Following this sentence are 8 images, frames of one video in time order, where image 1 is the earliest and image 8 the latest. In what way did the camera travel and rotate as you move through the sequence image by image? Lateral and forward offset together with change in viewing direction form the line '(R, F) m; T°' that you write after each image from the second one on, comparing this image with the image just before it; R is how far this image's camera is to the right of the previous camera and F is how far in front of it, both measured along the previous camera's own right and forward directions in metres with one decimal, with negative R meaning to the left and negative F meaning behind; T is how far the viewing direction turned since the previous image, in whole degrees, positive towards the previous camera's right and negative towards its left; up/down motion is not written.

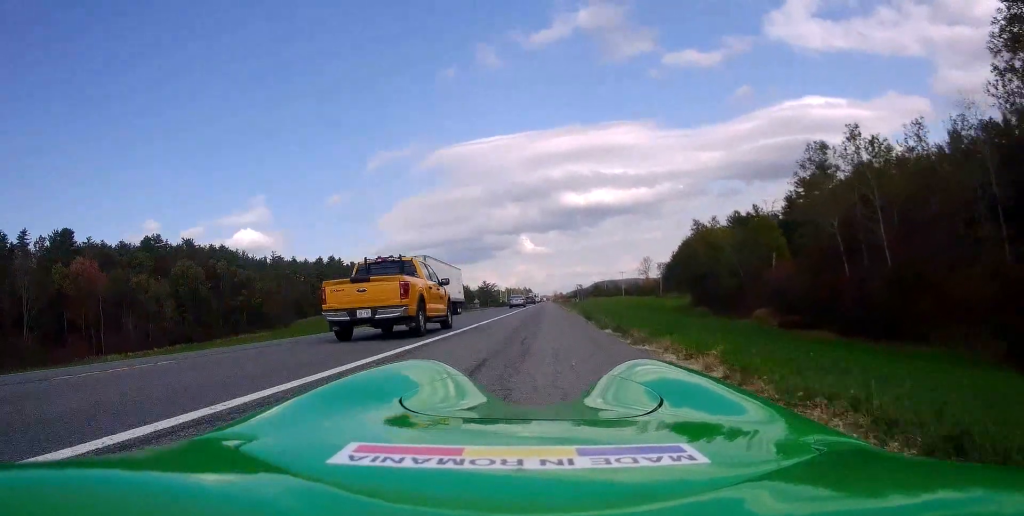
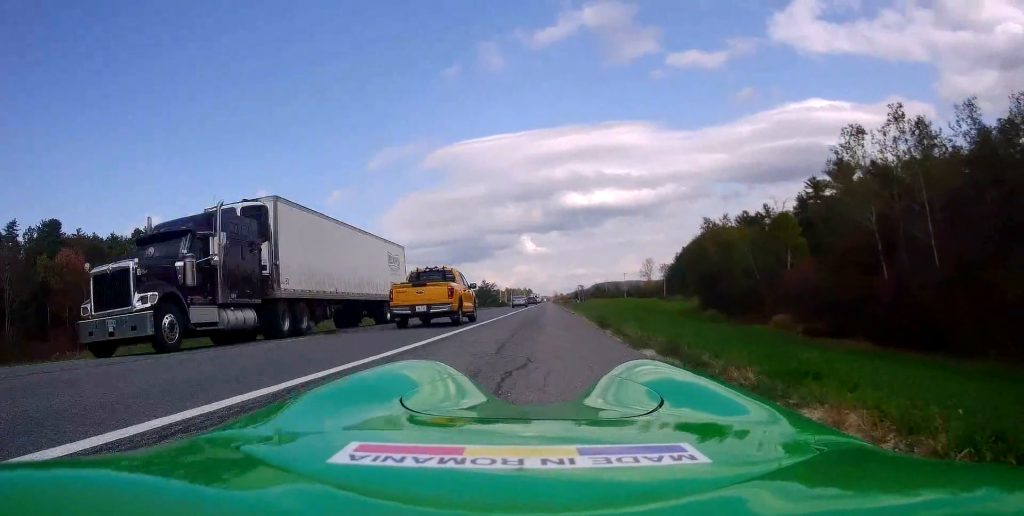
(+0.1, +5.3) m; 0°
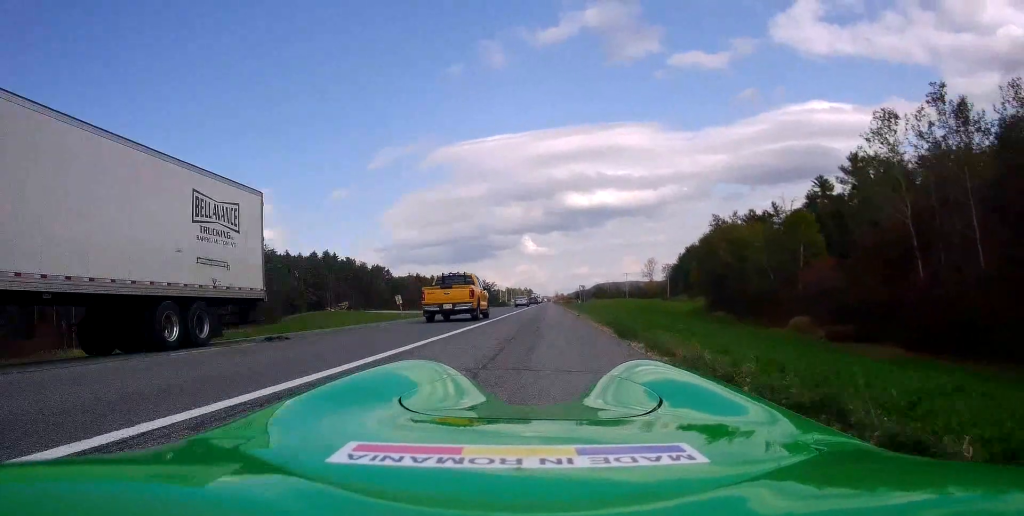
(+0.3, +3.9) m; 0°
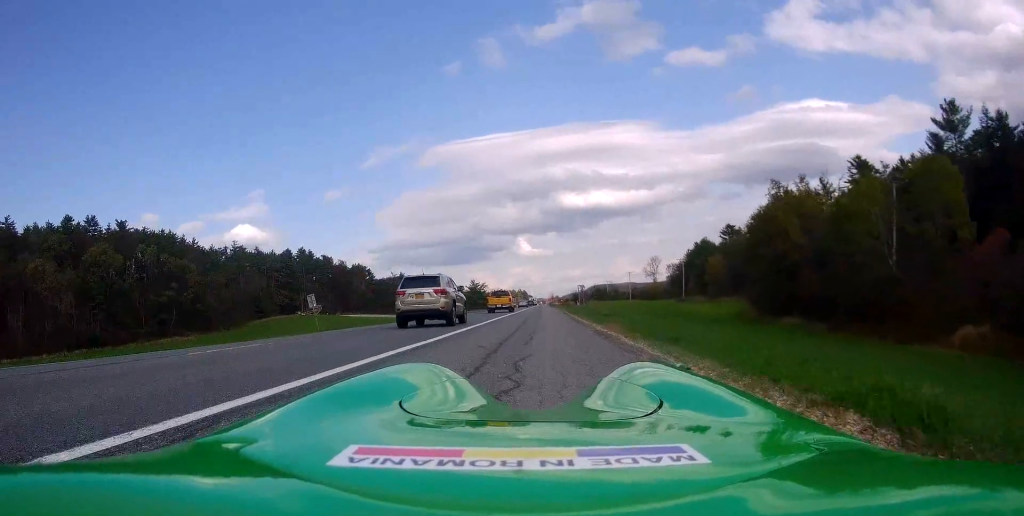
(-0.2, +23.7) m; +2°
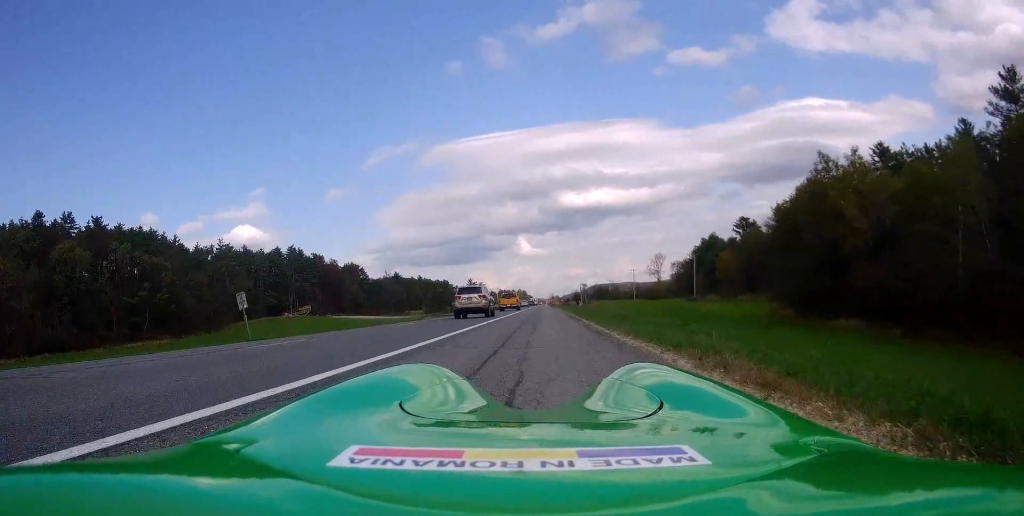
(-0.2, +10.8) m; -4°
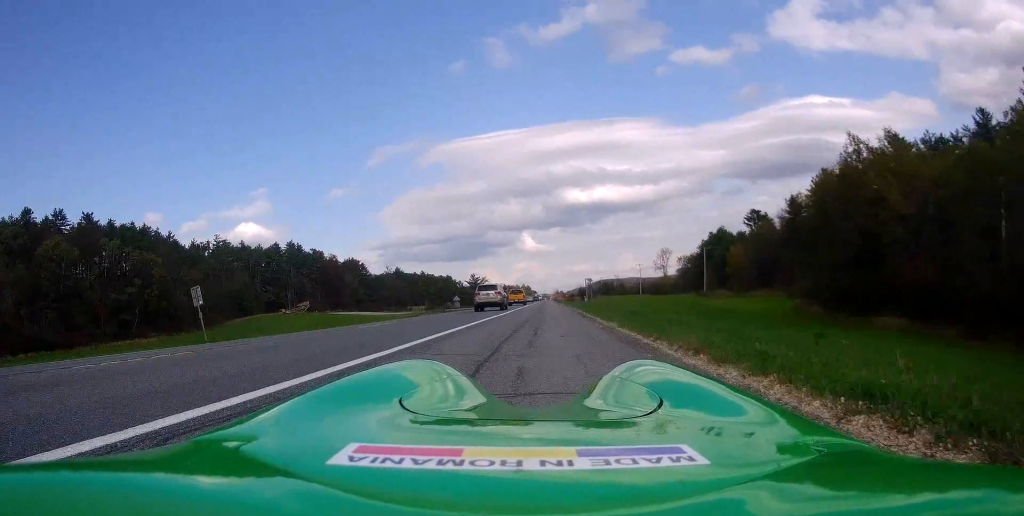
(-0.2, +5.1) m; 0°
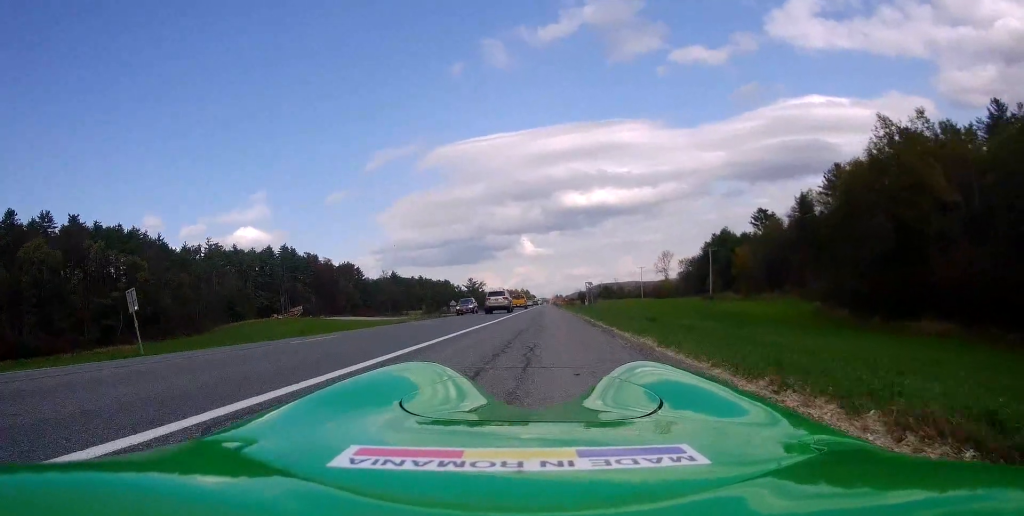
(-0.1, +5.5) m; 0°
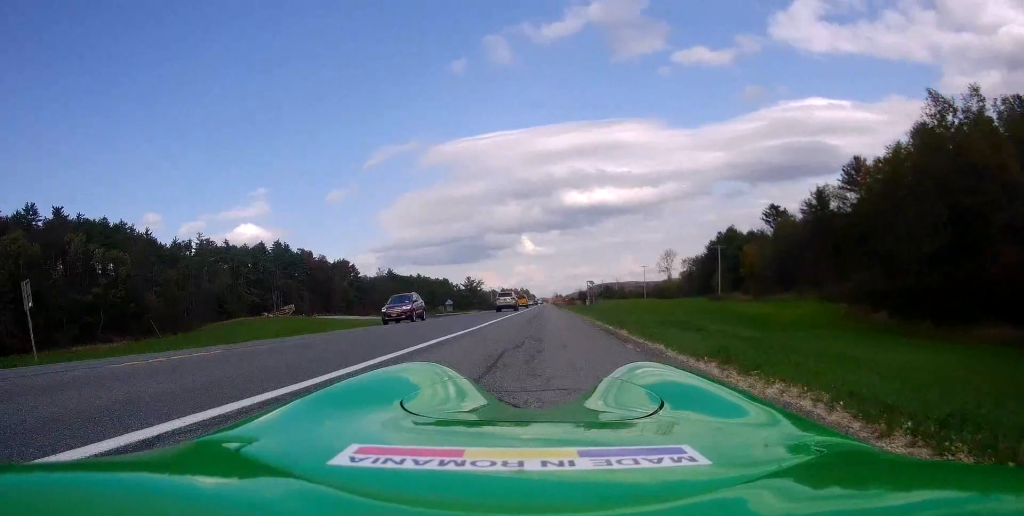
(+0.2, +6.1) m; 0°
